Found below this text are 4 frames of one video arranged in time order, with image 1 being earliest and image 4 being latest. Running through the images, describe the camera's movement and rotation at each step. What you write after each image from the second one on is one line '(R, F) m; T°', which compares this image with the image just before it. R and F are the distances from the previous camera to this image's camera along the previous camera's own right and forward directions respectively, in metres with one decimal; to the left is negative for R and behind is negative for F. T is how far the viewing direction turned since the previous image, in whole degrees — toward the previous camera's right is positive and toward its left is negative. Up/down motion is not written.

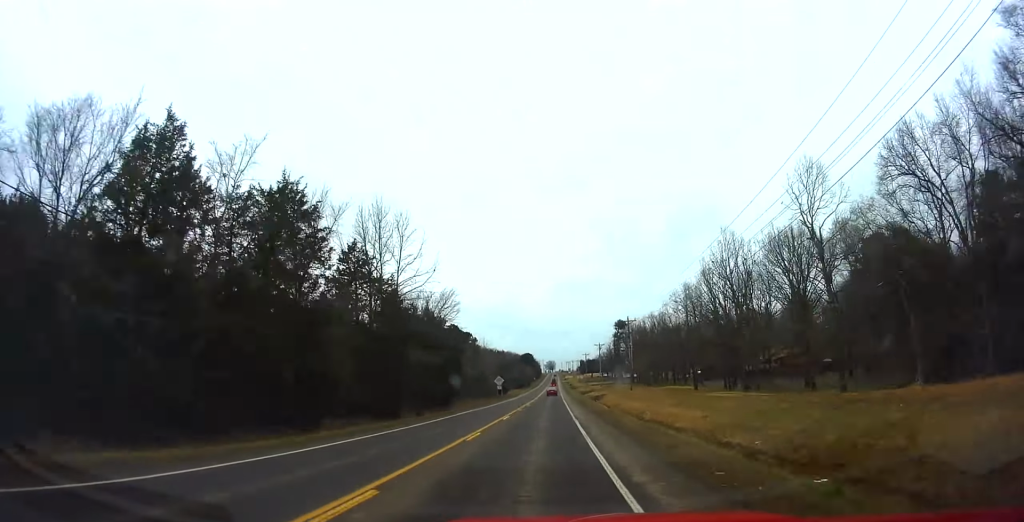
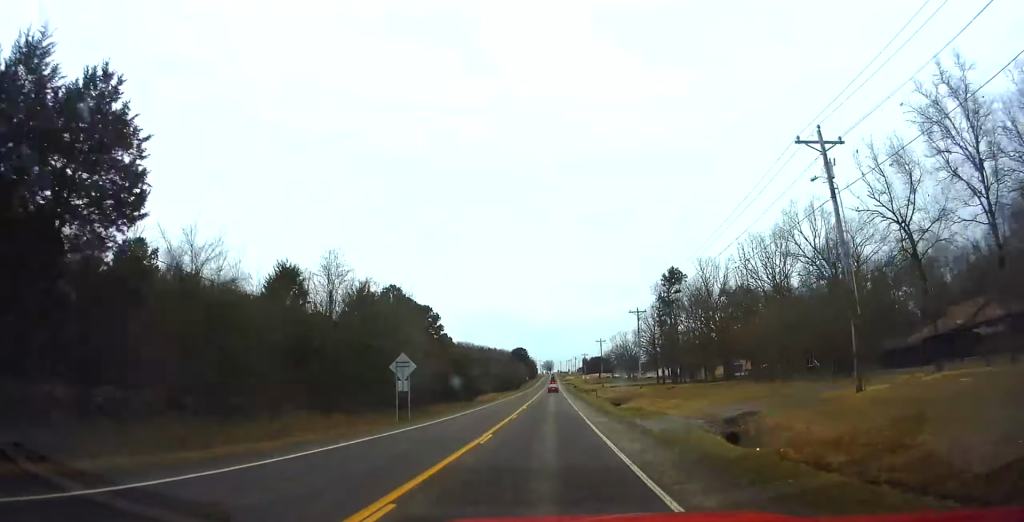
(+2.0, +61.0) m; +2°
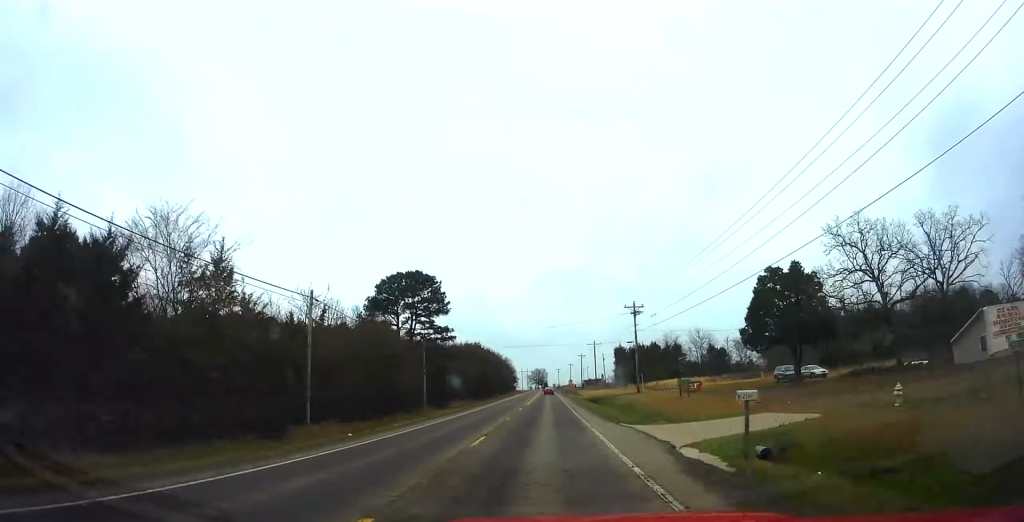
(+0.8, +208.2) m; +1°
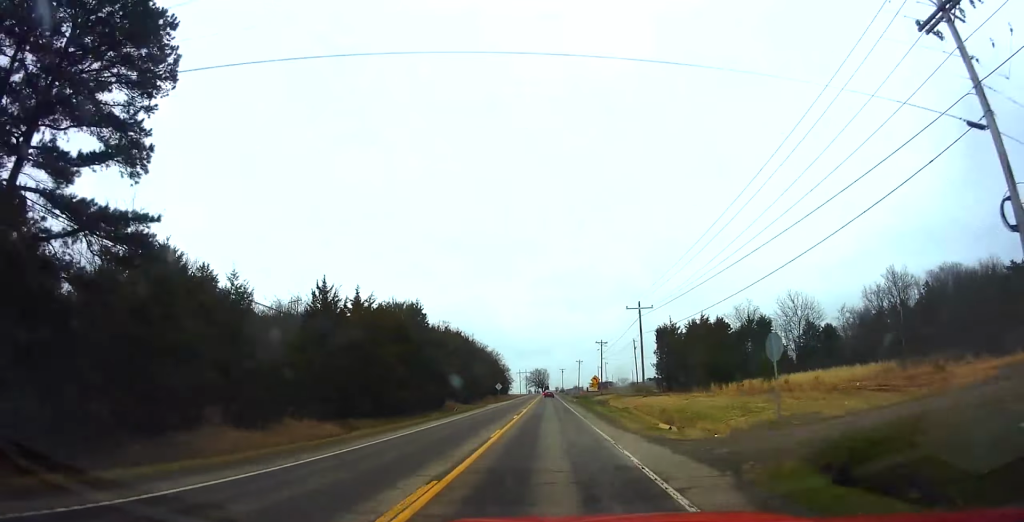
(+0.7, +58.5) m; 0°
